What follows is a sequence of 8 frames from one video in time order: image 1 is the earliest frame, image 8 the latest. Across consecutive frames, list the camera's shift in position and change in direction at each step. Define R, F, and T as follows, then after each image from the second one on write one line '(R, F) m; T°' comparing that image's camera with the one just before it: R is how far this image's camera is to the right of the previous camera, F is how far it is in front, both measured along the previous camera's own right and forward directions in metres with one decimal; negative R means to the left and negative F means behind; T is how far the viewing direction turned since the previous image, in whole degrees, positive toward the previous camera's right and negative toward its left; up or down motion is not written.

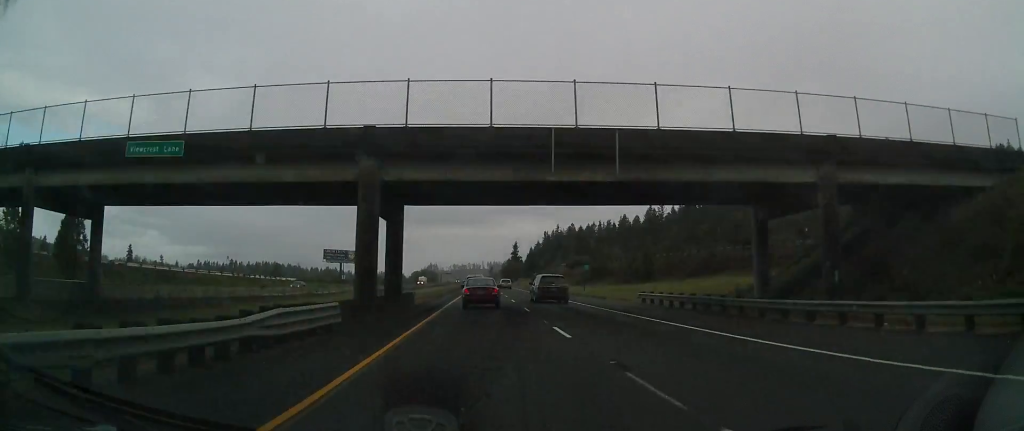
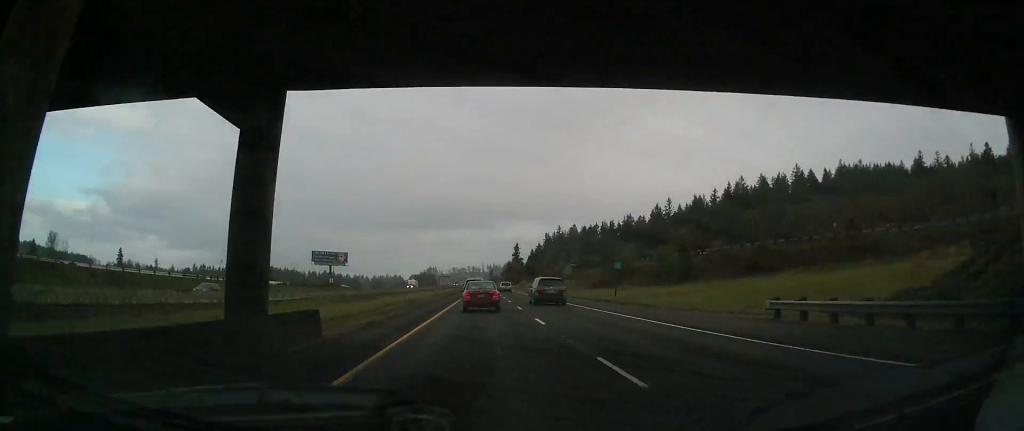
(0.0, +18.9) m; 0°
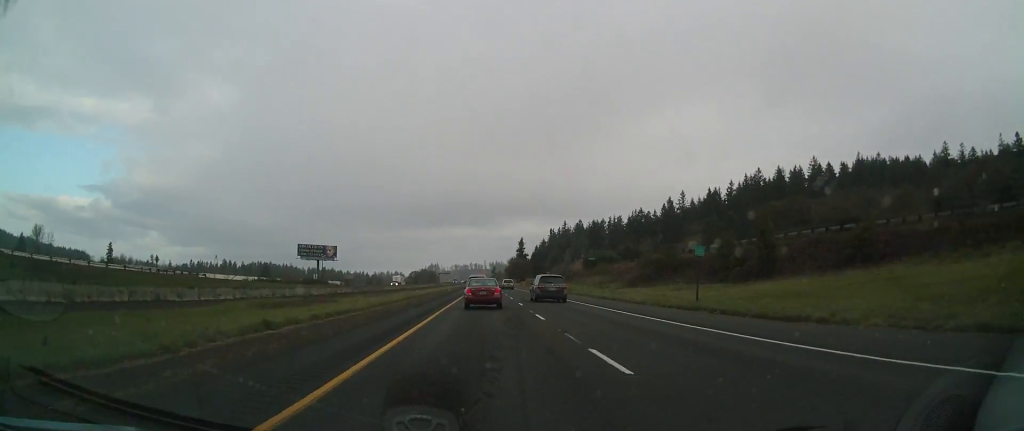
(0.0, +23.5) m; 0°
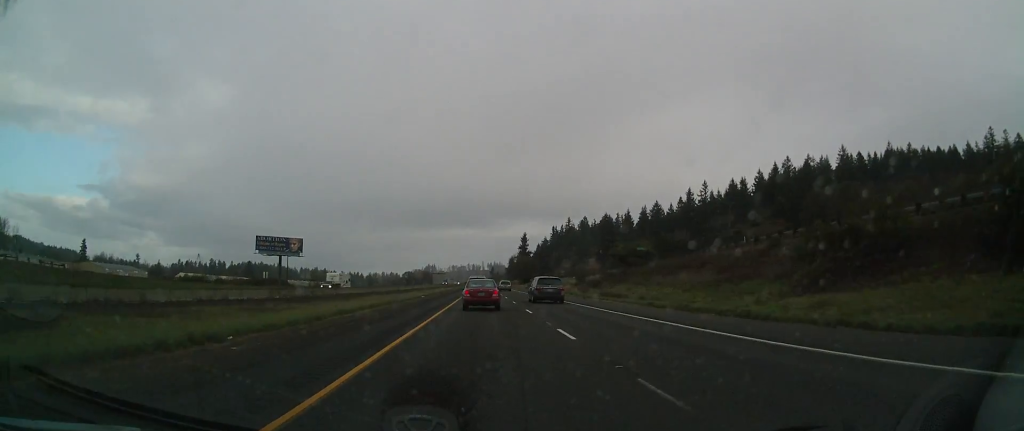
(0.0, +43.7) m; 0°
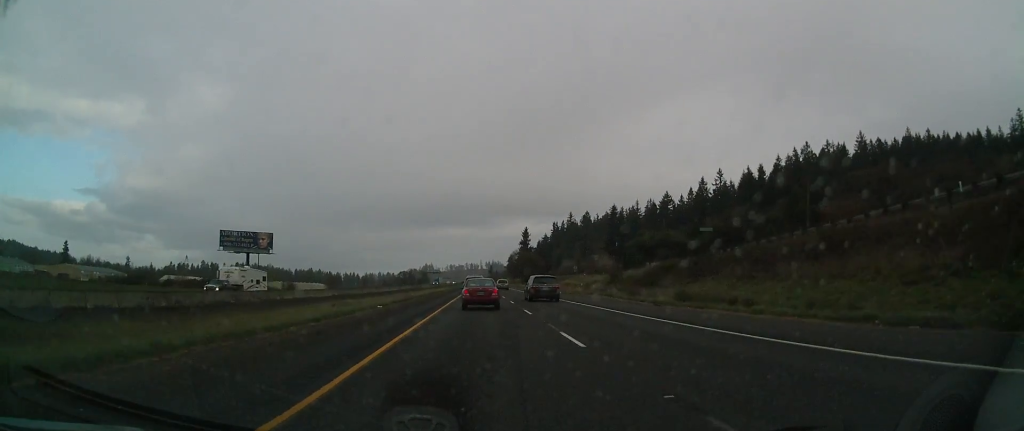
(0.0, +26.7) m; 0°
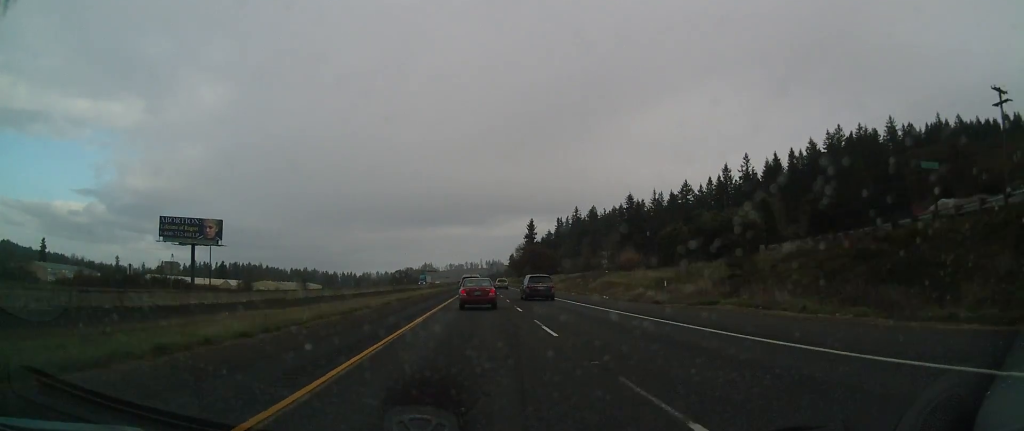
(0.0, +34.5) m; 0°
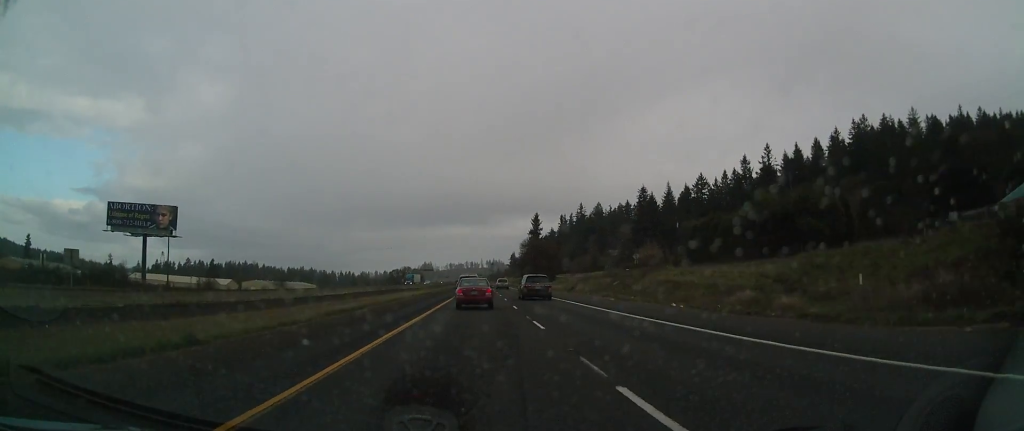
(0.0, +22.4) m; 0°
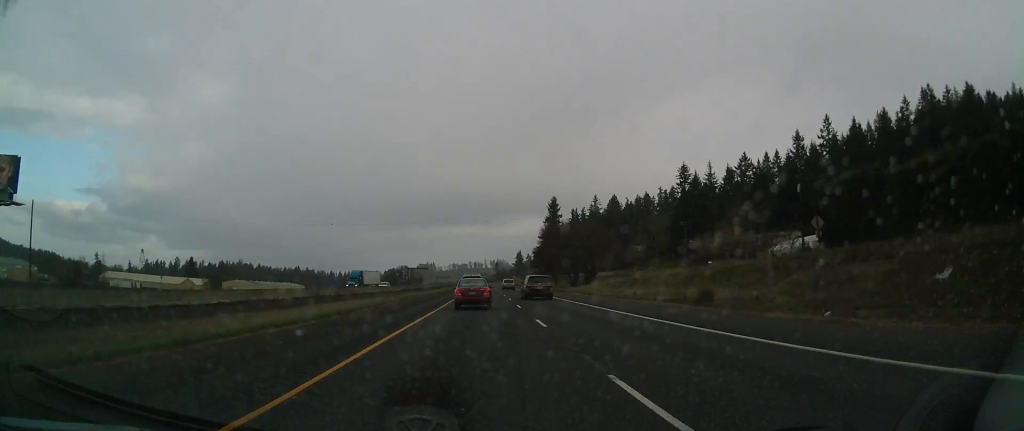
(-0.3, +49.3) m; -1°
